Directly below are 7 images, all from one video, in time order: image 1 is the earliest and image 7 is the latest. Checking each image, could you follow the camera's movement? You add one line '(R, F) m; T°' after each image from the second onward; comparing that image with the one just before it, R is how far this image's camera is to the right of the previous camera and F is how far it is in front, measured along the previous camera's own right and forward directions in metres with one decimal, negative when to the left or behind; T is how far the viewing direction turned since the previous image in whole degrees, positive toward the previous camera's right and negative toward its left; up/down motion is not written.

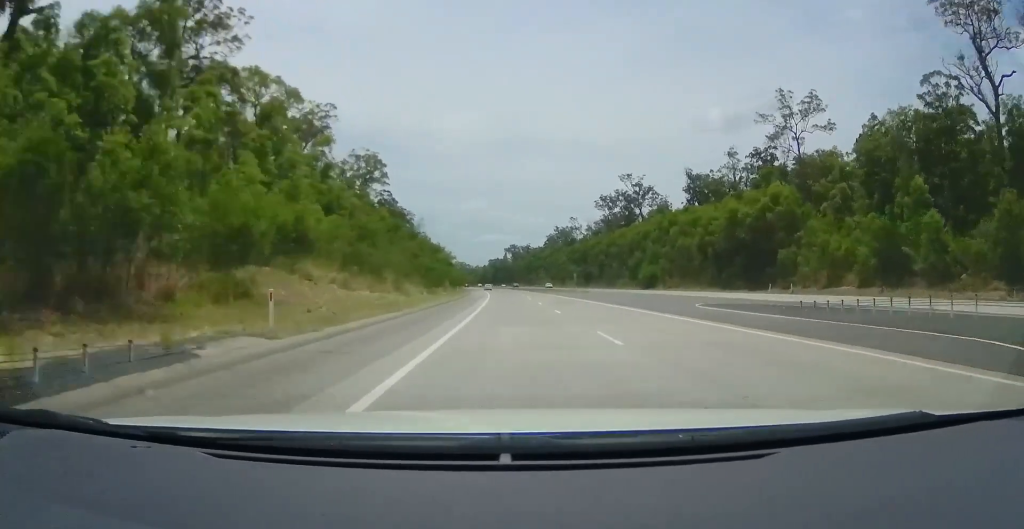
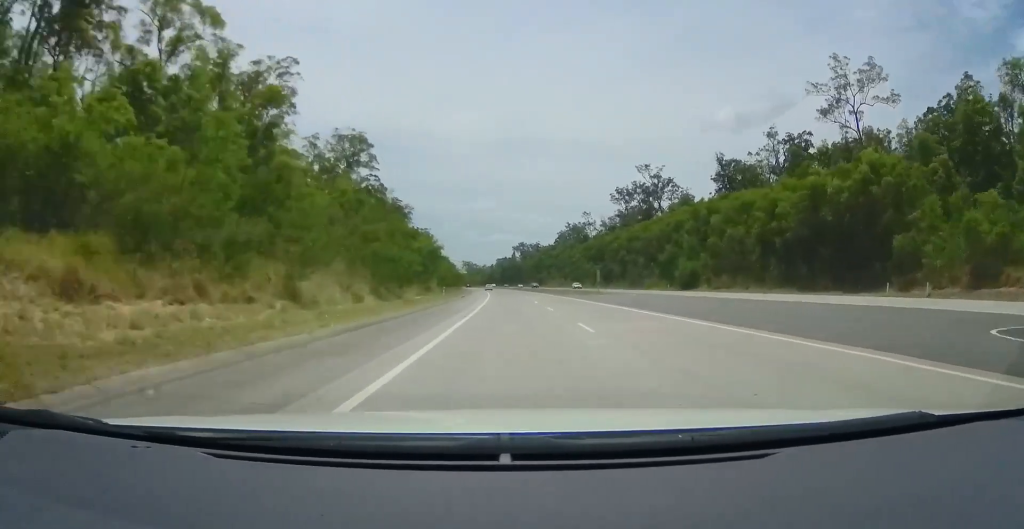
(0.0, +20.1) m; -1°
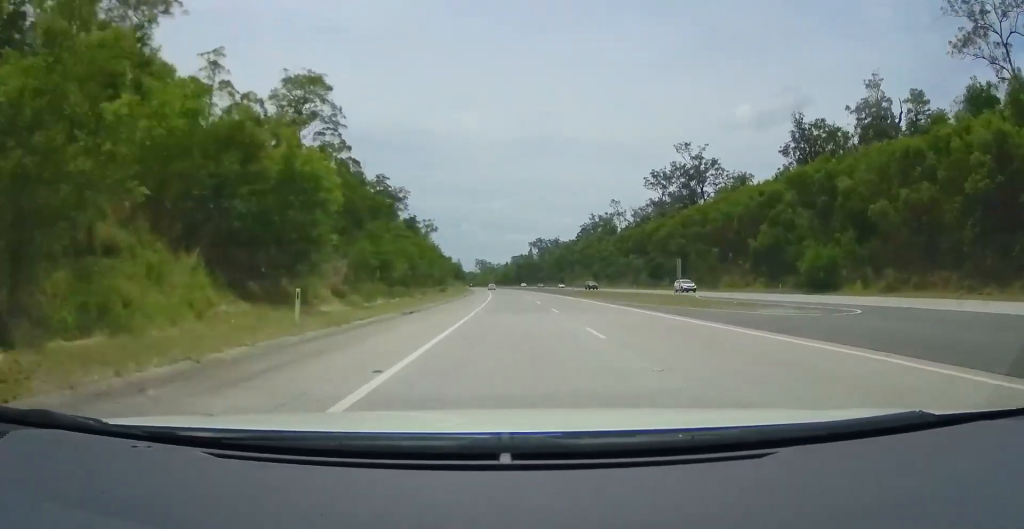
(-0.6, +38.0) m; -1°
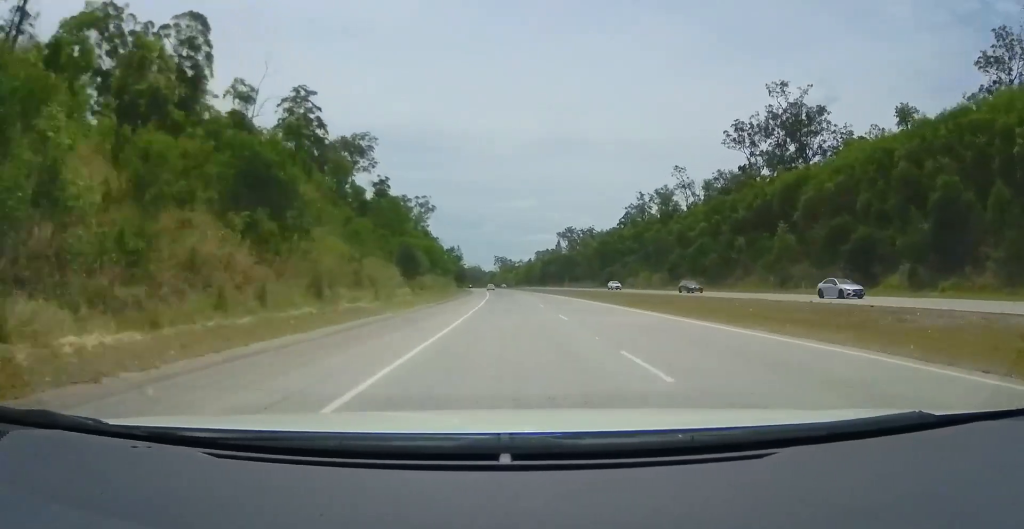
(-1.7, +64.2) m; -3°
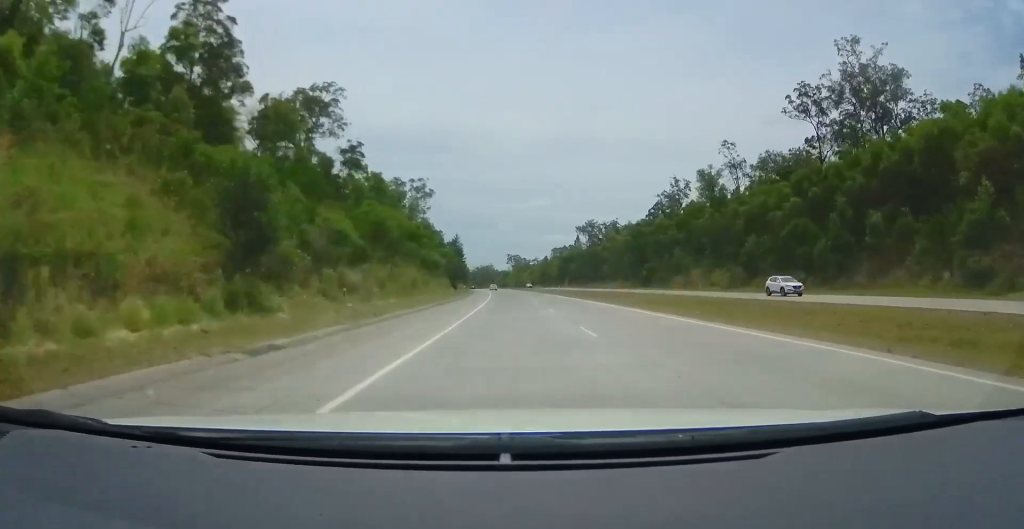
(-0.5, +29.9) m; -1°
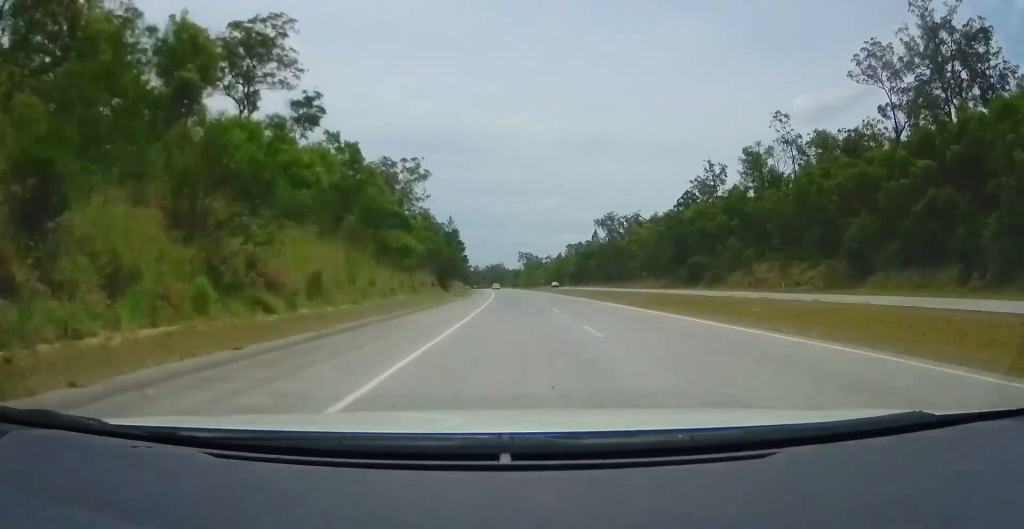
(-0.2, +24.0) m; -1°
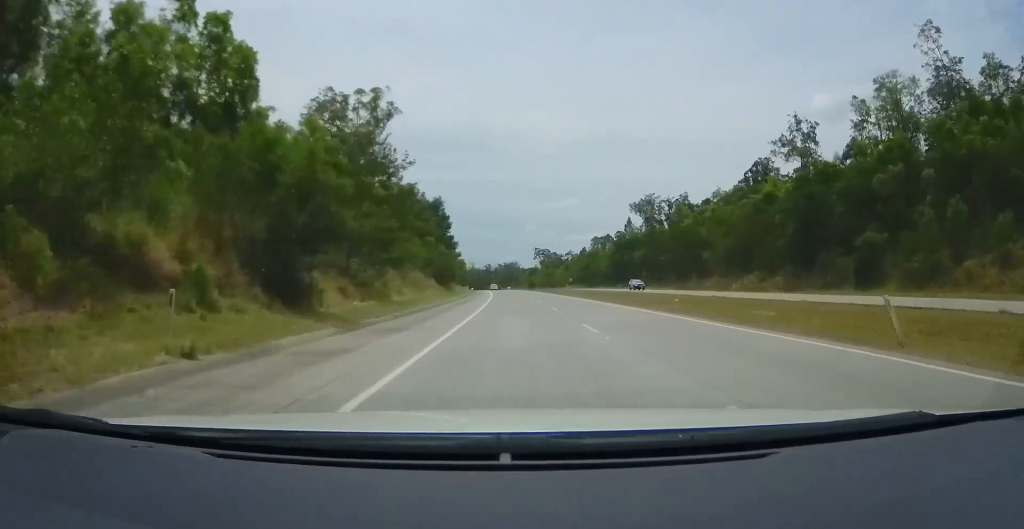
(-0.6, +46.8) m; -2°
